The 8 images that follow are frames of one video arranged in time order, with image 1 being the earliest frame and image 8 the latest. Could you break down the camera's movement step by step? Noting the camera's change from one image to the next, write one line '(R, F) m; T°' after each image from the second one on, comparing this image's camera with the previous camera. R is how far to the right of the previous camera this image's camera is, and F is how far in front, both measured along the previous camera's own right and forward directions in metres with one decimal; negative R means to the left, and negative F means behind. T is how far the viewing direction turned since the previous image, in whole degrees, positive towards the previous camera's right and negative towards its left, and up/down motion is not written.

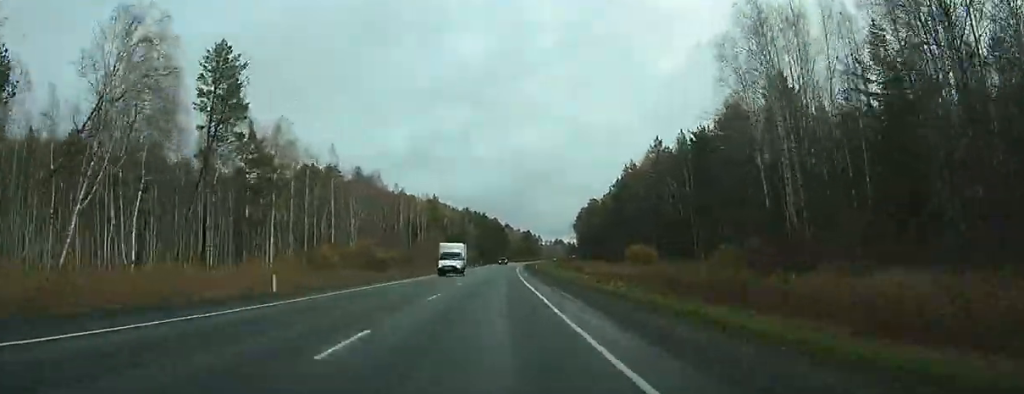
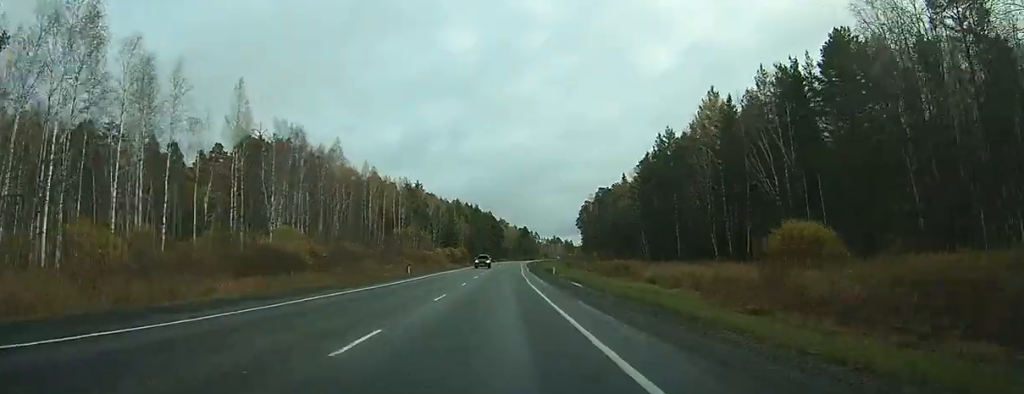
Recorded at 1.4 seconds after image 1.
(+0.2, +40.1) m; +1°
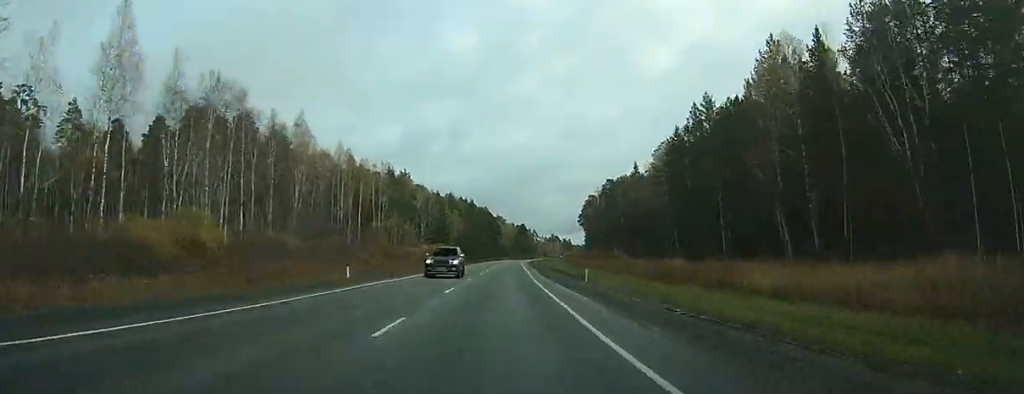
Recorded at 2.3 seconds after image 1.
(+0.3, +25.4) m; 0°
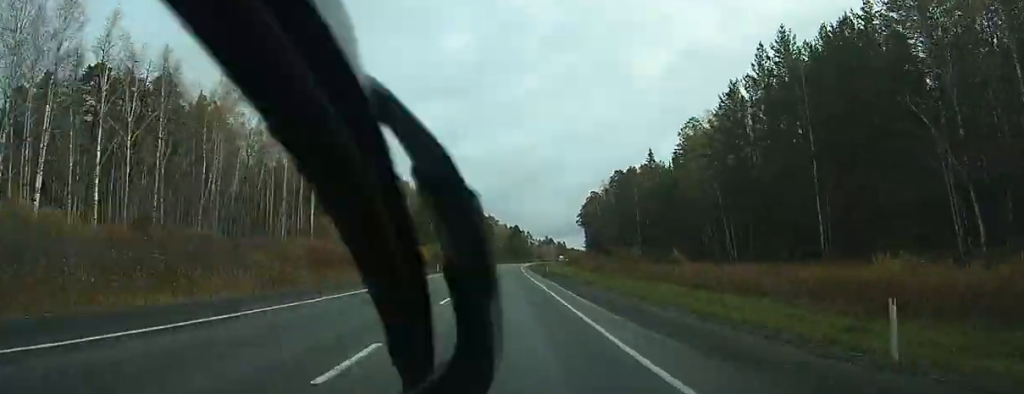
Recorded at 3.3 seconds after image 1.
(+0.1, +31.2) m; 0°
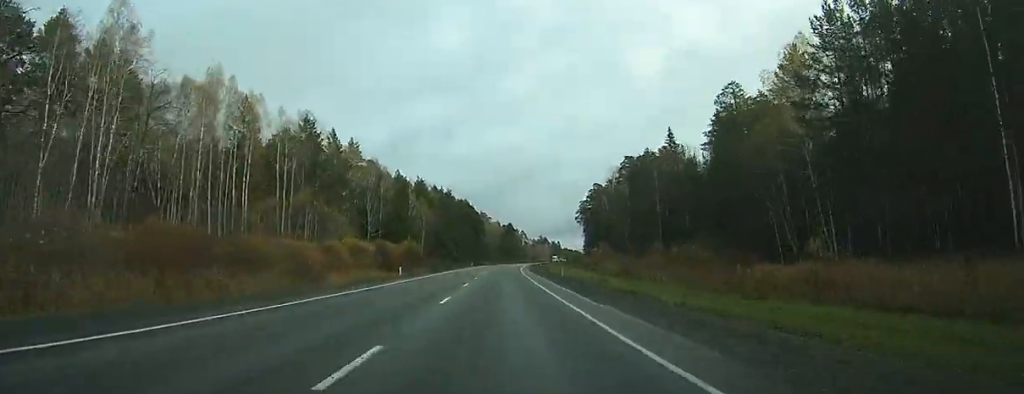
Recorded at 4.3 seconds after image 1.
(+0.1, +27.4) m; +1°
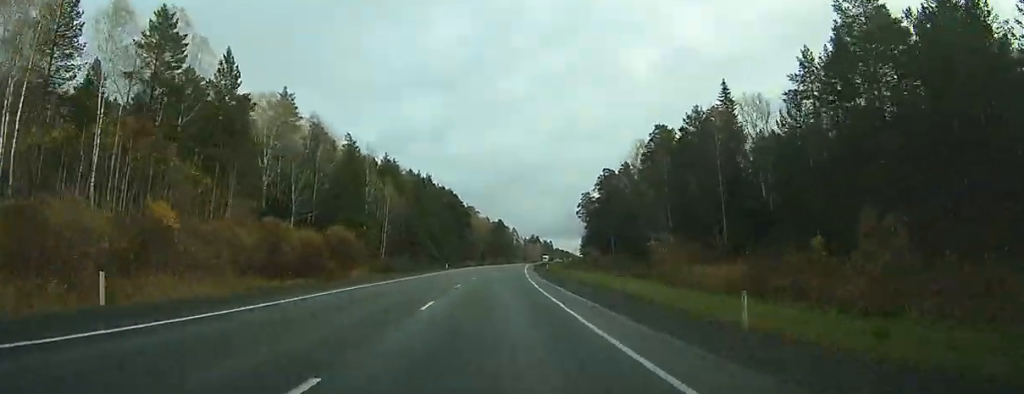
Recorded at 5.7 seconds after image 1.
(+0.2, +42.9) m; +1°
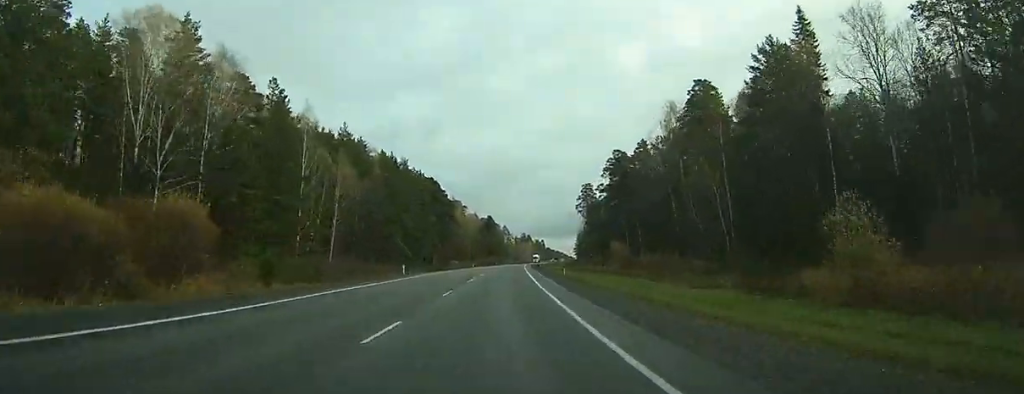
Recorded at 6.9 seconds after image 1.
(+0.2, +32.8) m; +1°
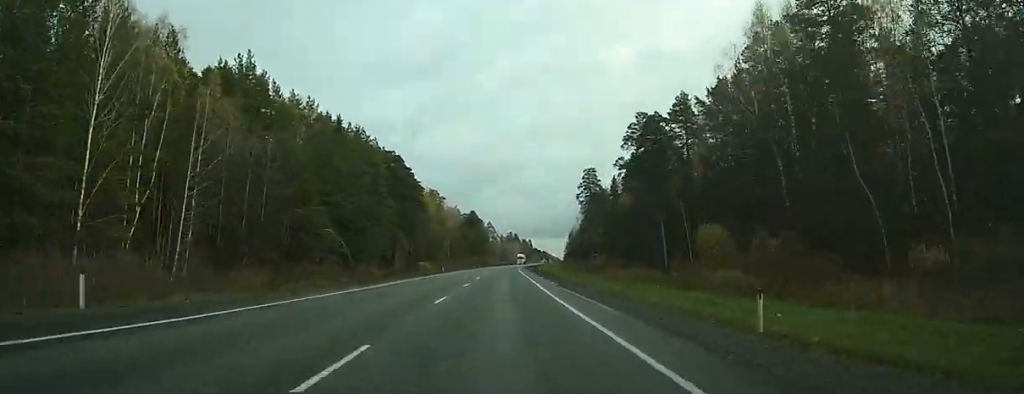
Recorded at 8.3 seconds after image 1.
(+0.6, +39.6) m; +1°
